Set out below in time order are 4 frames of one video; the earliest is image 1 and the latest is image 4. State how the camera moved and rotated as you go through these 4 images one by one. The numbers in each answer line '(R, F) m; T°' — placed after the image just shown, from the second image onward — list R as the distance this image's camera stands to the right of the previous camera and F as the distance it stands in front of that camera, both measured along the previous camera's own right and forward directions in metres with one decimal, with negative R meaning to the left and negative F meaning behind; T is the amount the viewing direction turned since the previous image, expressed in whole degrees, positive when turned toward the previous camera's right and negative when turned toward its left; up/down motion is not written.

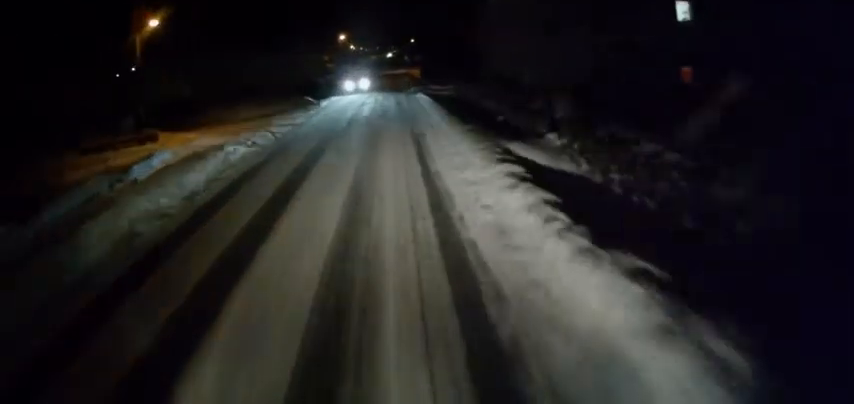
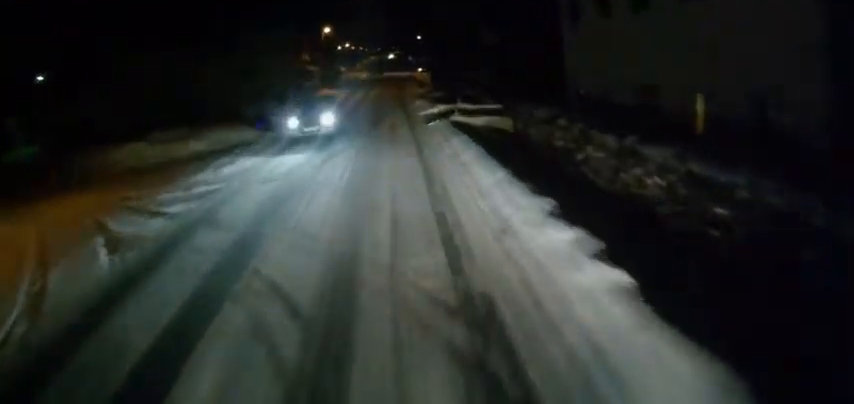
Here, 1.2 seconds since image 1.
(-0.3, +17.0) m; -2°
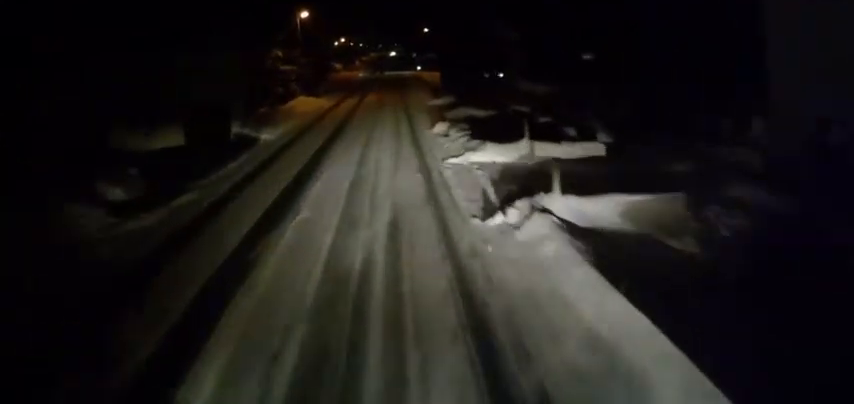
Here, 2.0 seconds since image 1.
(-0.1, +12.6) m; 0°
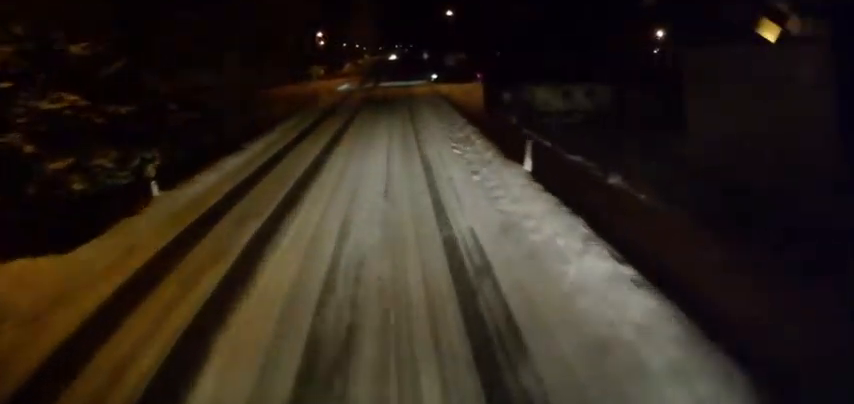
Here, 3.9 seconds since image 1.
(+0.3, +28.4) m; +2°
